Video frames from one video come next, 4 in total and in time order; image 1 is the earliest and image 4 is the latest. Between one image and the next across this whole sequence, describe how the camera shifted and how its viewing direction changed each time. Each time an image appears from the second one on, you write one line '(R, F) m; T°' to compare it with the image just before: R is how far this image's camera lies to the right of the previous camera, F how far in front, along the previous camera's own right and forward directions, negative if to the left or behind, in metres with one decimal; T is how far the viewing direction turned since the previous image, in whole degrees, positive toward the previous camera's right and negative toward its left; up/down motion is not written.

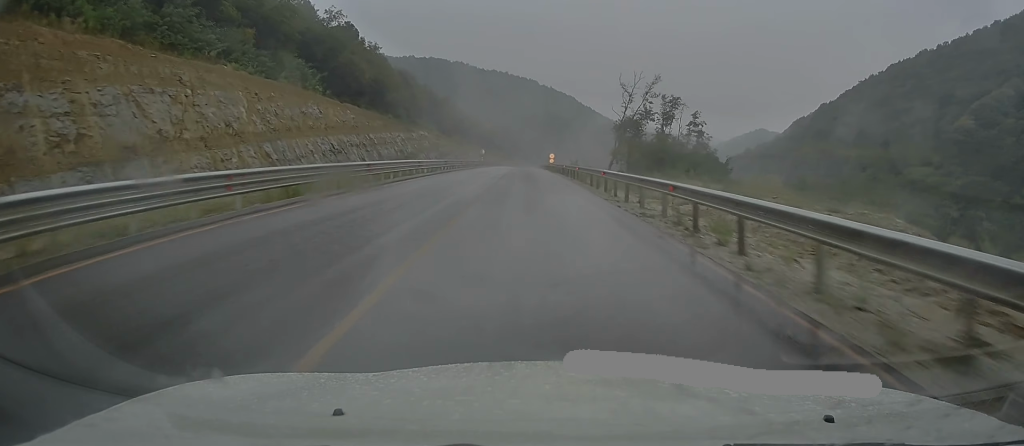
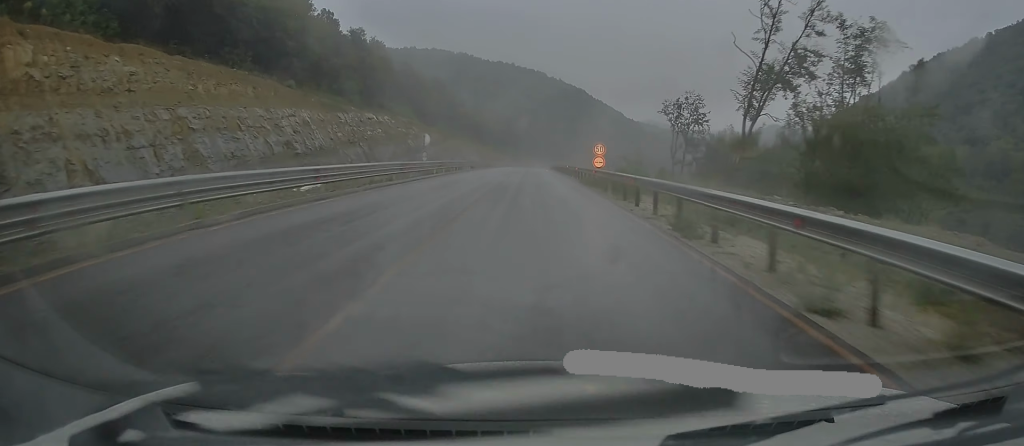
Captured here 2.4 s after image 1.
(-0.1, +54.2) m; 0°
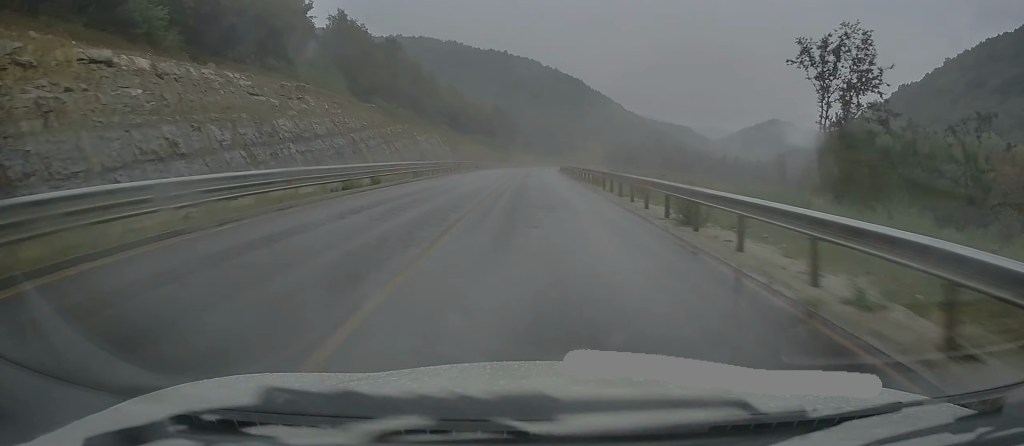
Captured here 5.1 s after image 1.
(+0.6, +62.1) m; +1°
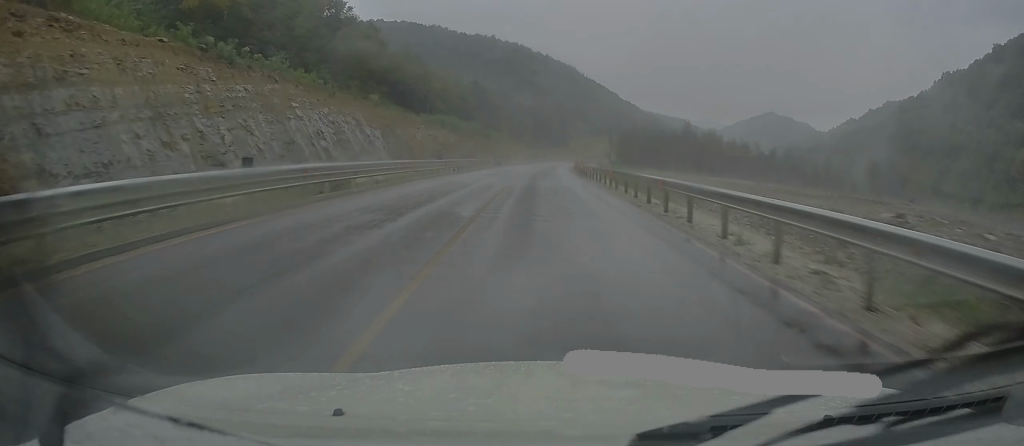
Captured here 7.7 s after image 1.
(+0.3, +59.9) m; 0°
